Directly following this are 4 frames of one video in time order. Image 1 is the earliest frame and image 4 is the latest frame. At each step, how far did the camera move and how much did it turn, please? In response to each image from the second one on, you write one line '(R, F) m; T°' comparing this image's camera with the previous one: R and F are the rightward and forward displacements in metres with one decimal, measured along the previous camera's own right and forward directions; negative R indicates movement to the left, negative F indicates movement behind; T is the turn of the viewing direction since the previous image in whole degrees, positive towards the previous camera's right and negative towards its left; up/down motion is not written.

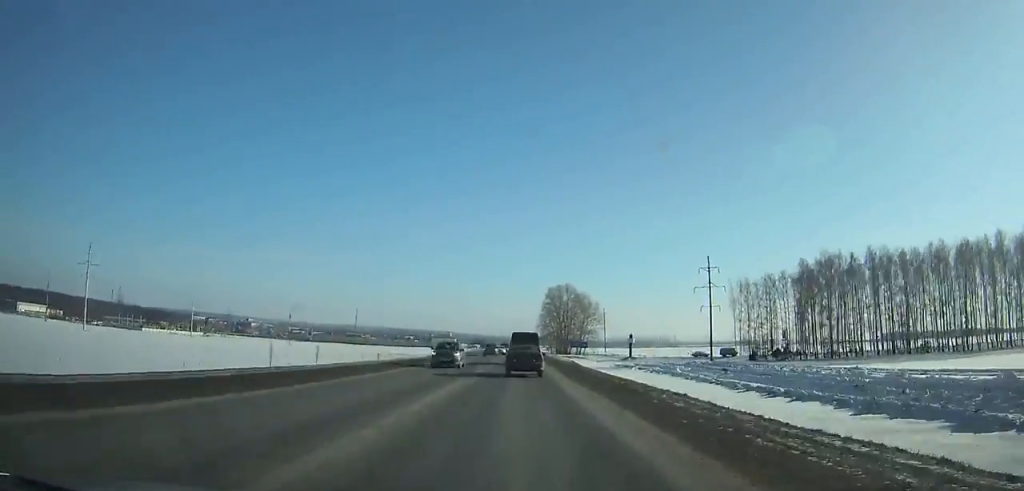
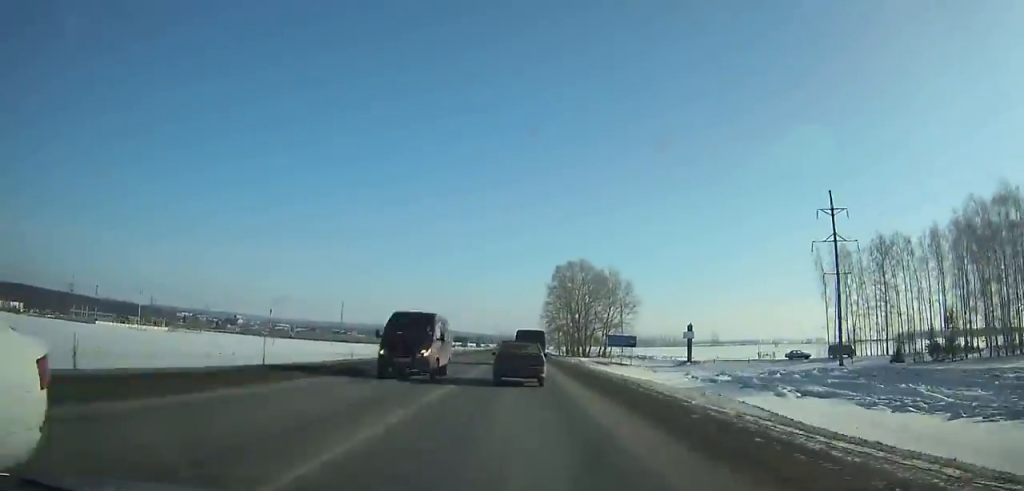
(+0.2, +46.4) m; 0°
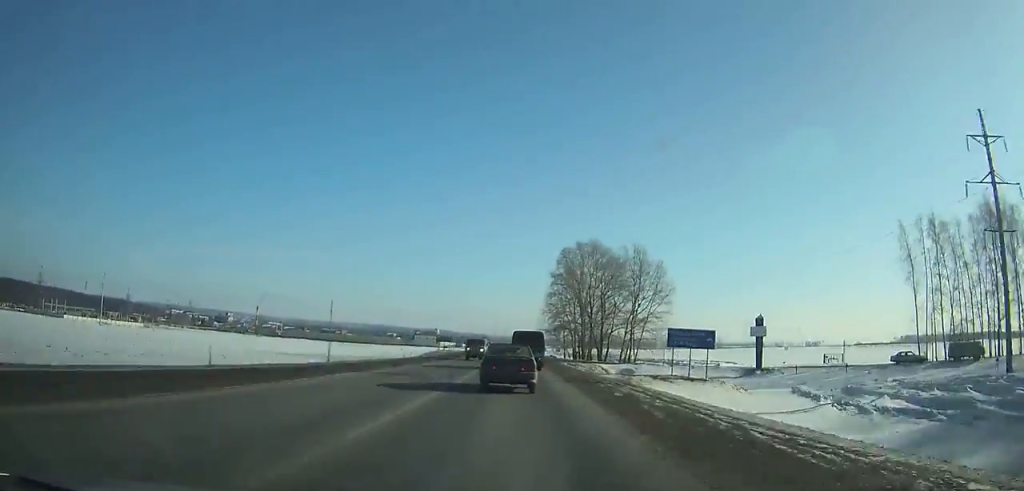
(-0.1, +28.0) m; 0°
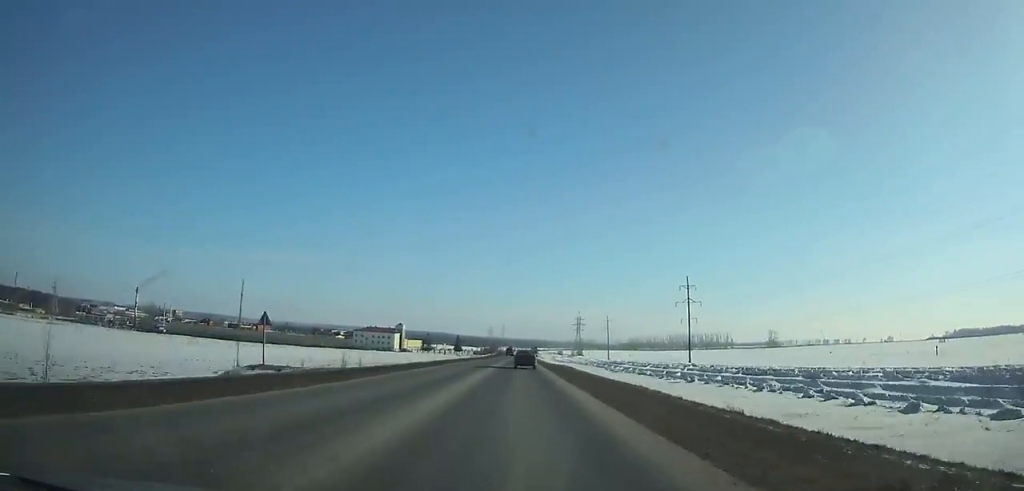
(-0.1, +236.7) m; 0°
